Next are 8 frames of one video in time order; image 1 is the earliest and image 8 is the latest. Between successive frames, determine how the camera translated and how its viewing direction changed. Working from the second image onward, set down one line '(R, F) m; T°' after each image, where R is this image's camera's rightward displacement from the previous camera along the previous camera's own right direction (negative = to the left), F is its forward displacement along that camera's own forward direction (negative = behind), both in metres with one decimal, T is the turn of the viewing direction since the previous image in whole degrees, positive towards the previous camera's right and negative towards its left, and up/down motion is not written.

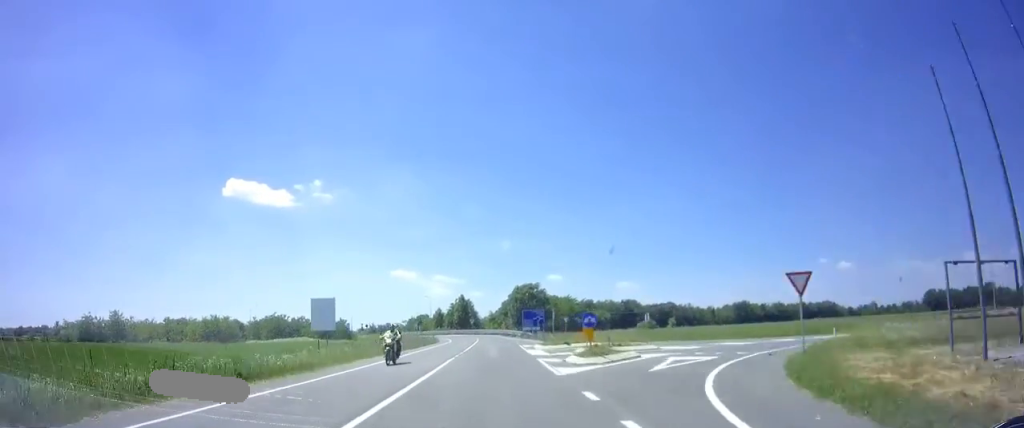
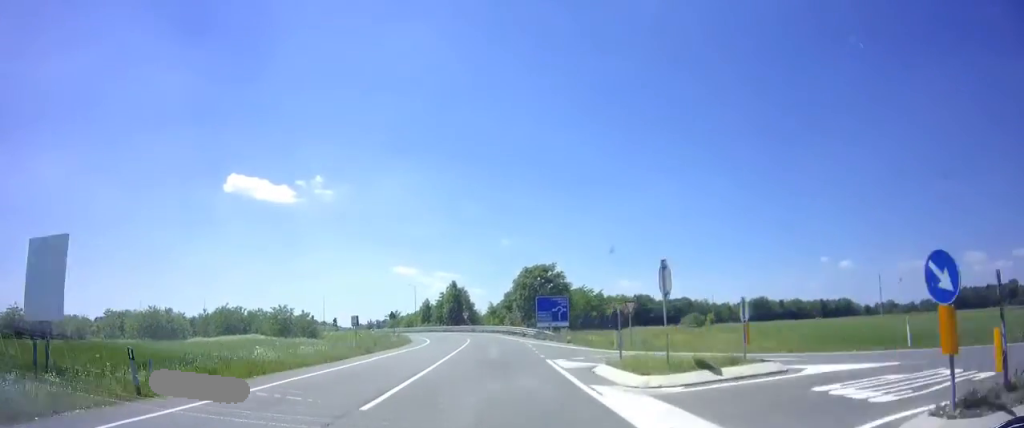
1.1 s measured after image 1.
(-0.4, +21.4) m; -1°
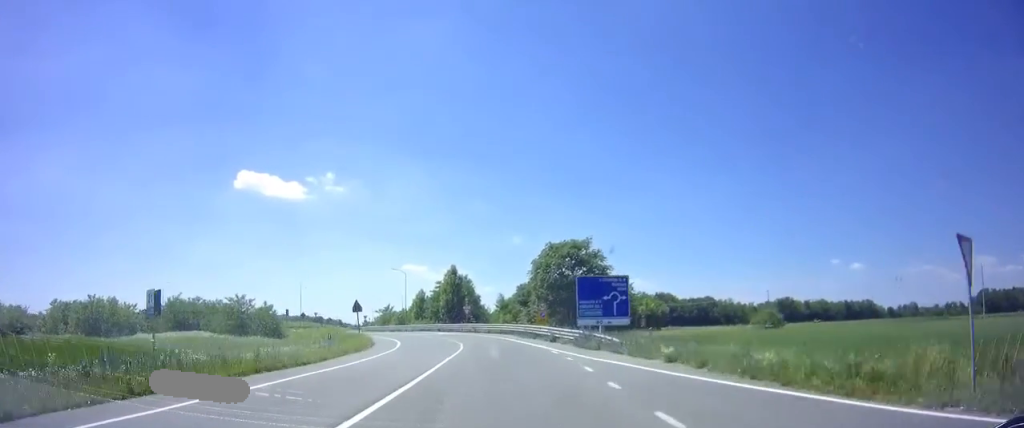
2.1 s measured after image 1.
(-0.1, +17.8) m; -2°
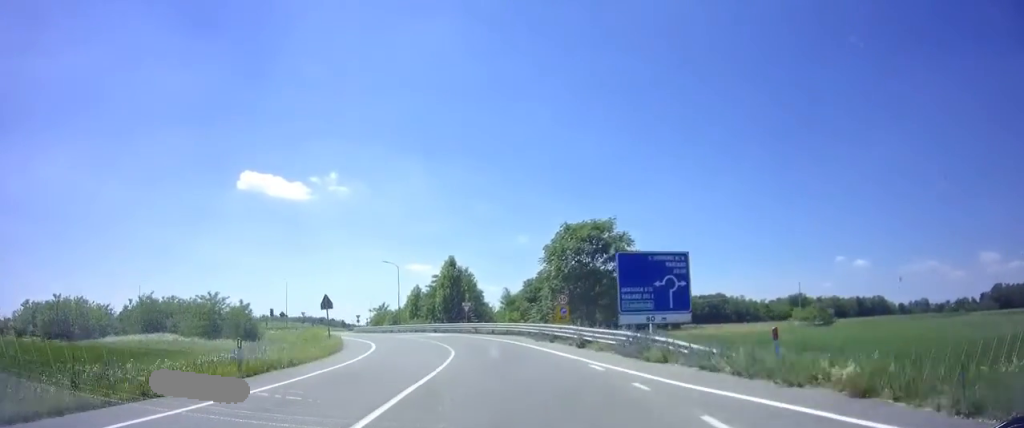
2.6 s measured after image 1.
(-0.1, +8.6) m; -3°
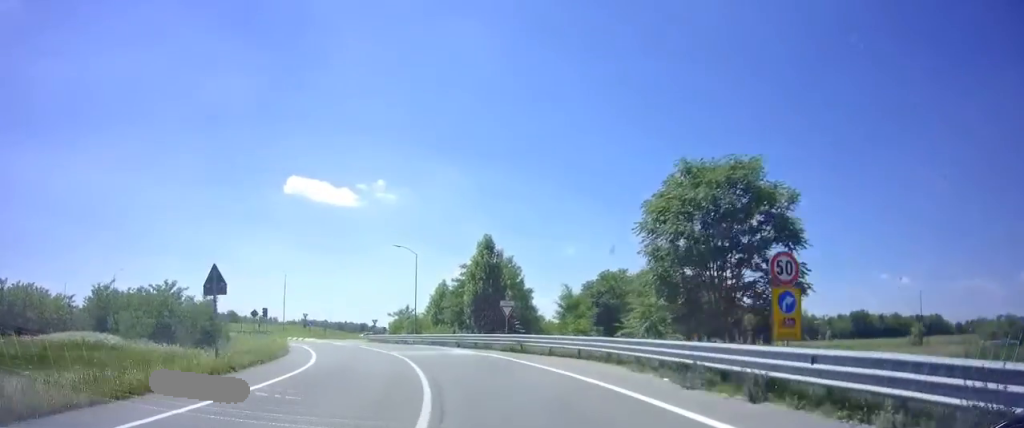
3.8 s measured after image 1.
(-1.1, +17.5) m; -8°
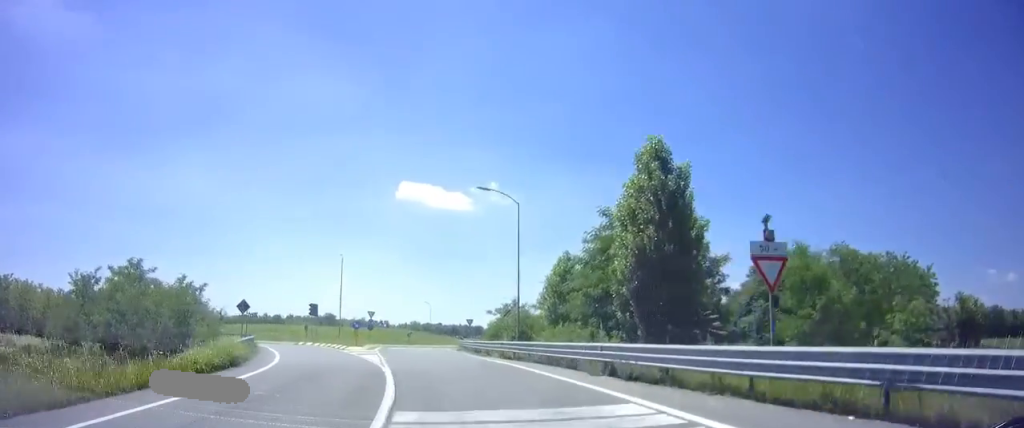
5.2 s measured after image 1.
(-1.8, +18.7) m; -10°
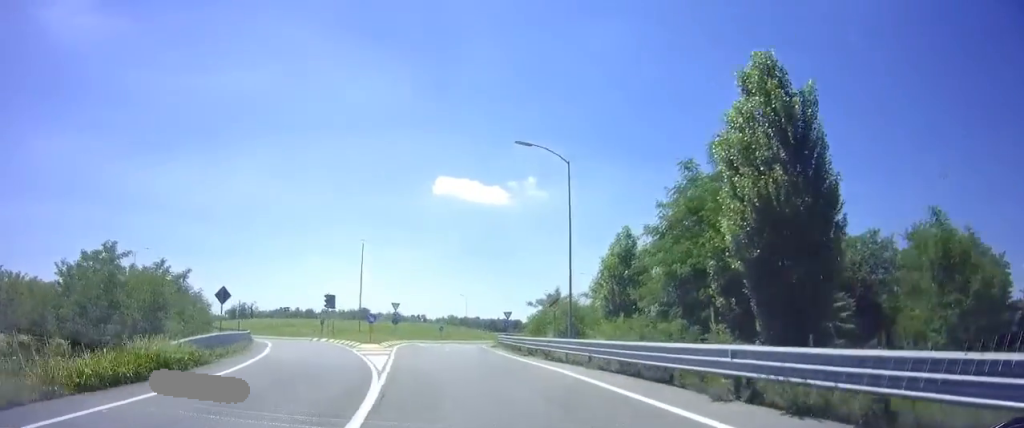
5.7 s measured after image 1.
(-0.3, +5.8) m; -3°
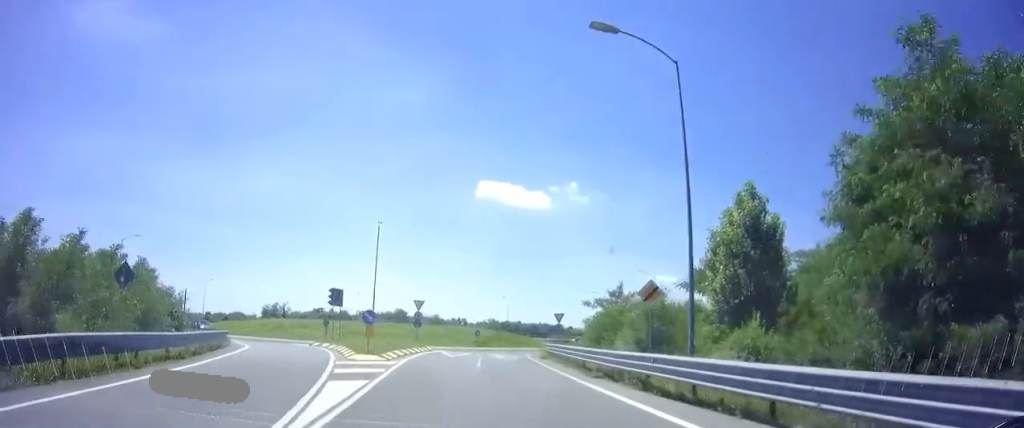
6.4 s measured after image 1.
(-0.2, +8.5) m; -1°
